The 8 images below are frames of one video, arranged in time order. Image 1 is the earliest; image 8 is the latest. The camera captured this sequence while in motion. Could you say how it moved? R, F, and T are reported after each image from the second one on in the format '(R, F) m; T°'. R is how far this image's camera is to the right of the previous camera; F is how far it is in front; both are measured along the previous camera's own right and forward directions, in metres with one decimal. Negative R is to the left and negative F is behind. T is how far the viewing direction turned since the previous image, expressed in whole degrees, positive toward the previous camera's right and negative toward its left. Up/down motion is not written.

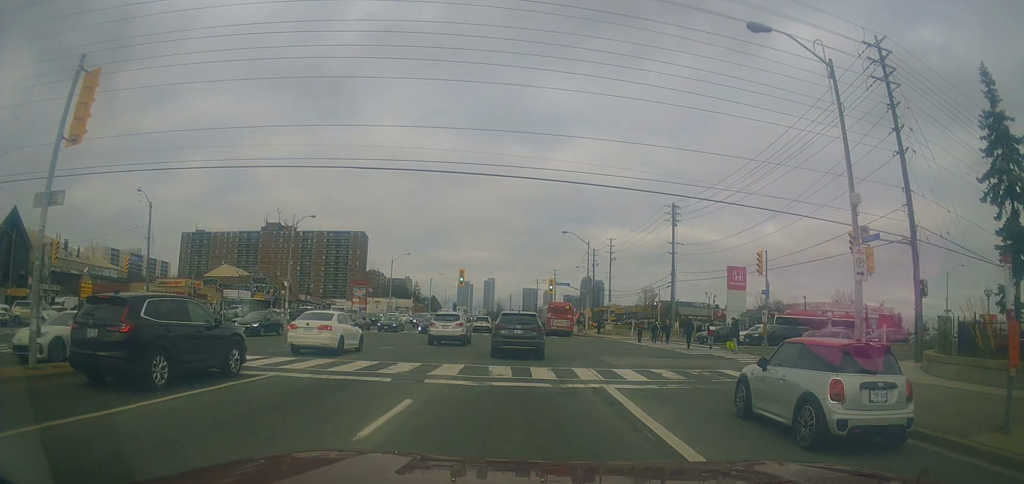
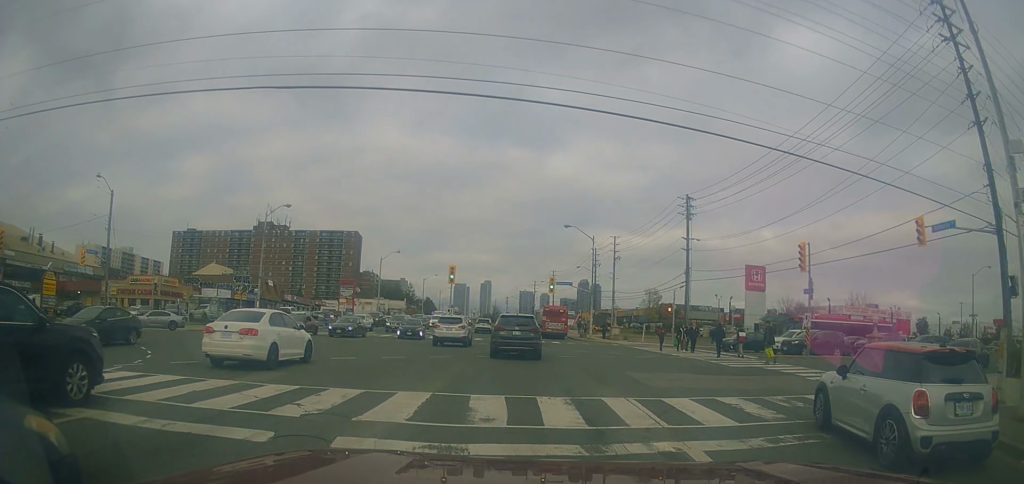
(-0.2, +5.9) m; +1°
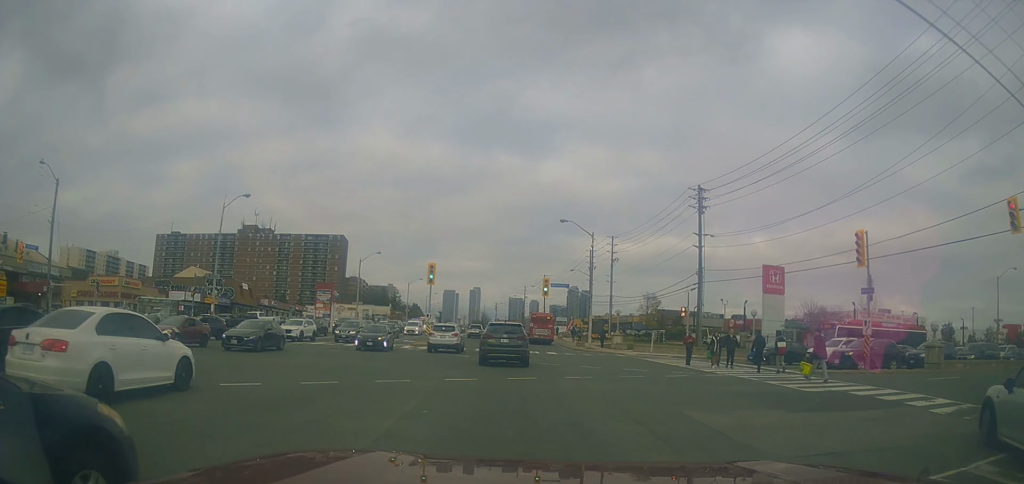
(+0.2, +6.5) m; +2°
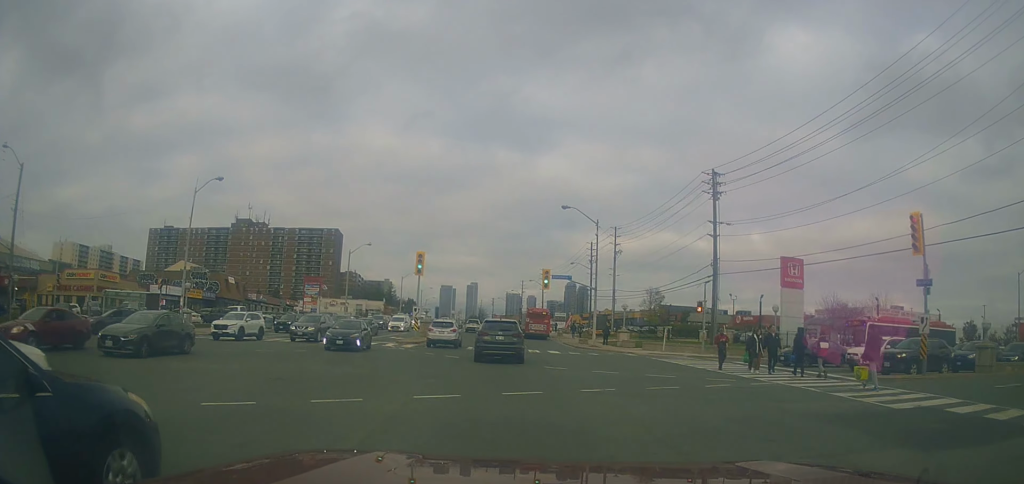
(+0.1, +4.2) m; 0°
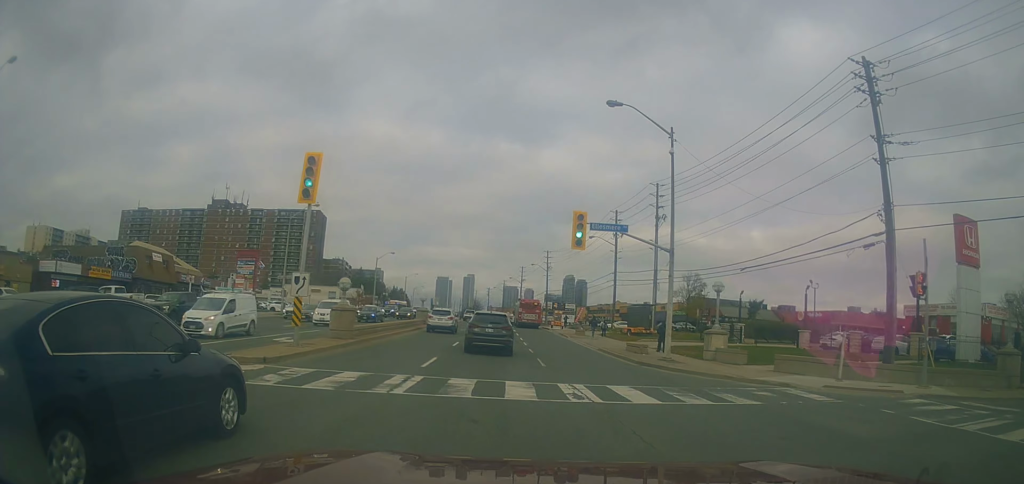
(-0.6, +22.1) m; -1°
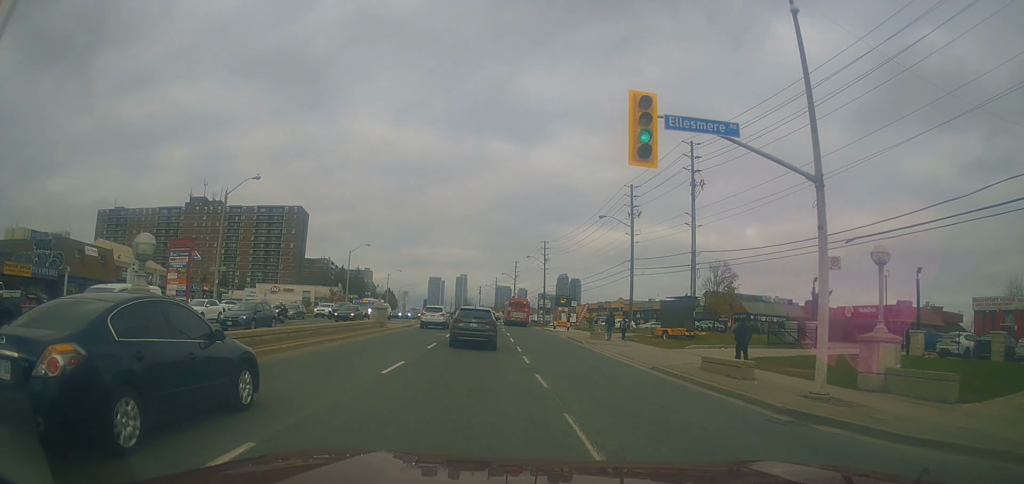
(+0.4, +13.4) m; +3°
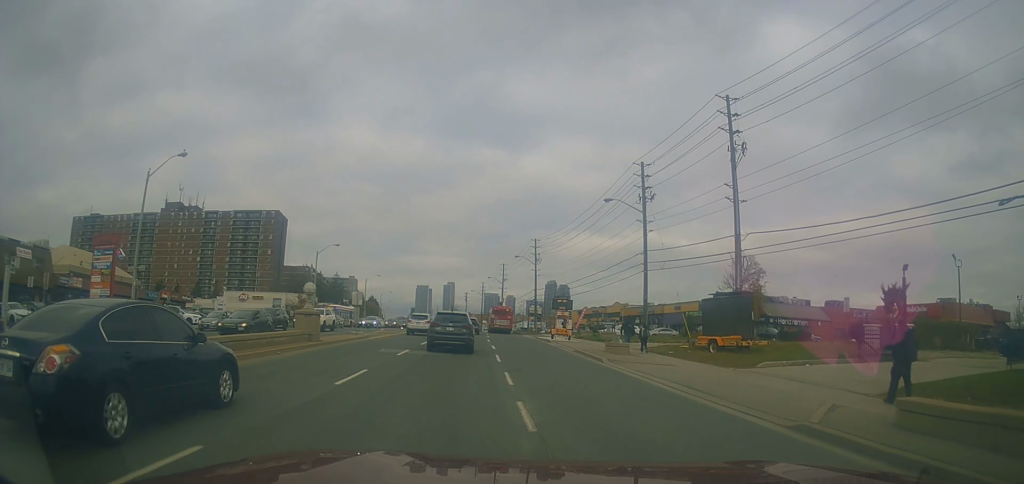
(+0.1, +10.3) m; -1°
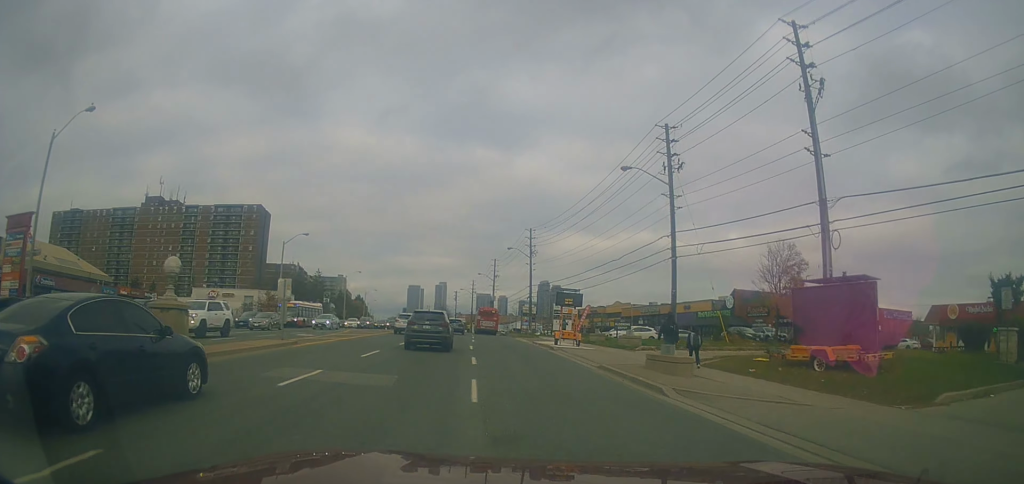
(-0.2, +9.9) m; +1°
